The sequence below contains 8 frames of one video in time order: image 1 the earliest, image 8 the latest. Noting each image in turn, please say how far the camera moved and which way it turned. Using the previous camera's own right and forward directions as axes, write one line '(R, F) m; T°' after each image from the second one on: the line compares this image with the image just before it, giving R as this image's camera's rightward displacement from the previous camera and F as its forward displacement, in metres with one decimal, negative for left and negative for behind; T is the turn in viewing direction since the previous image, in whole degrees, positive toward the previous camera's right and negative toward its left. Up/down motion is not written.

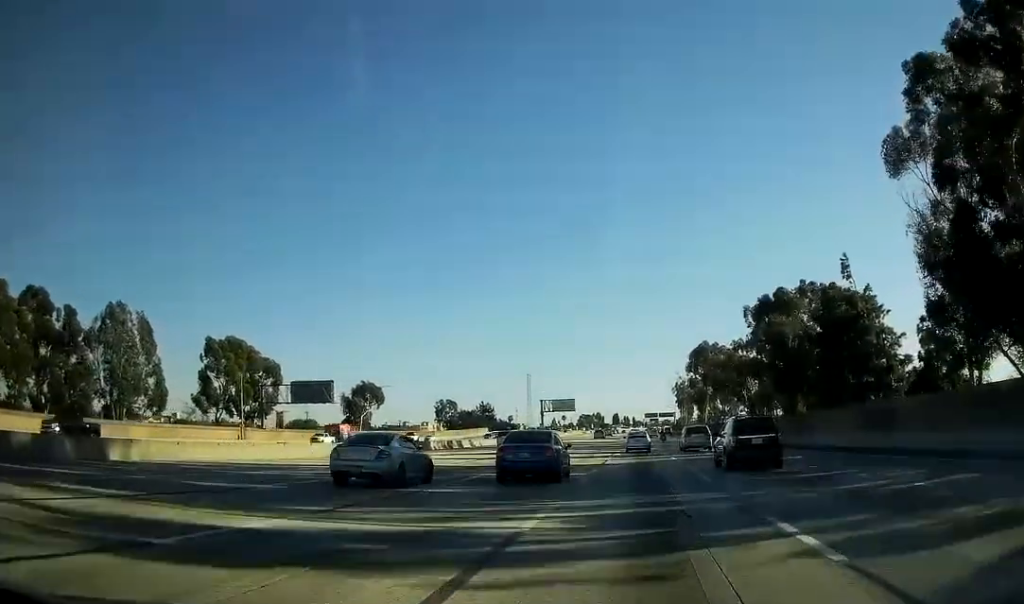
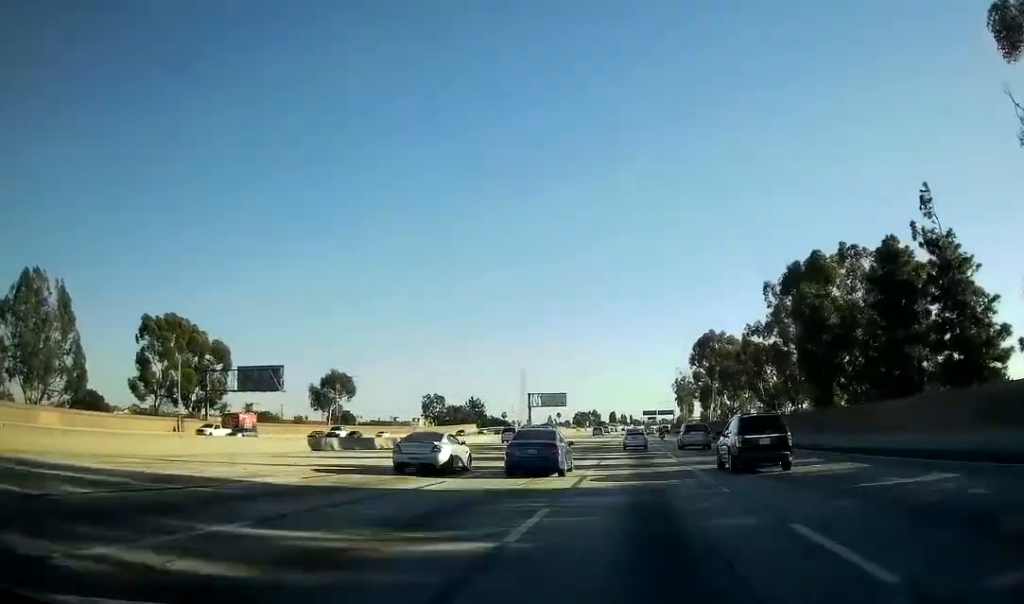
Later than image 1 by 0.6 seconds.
(+0.1, +15.2) m; -2°
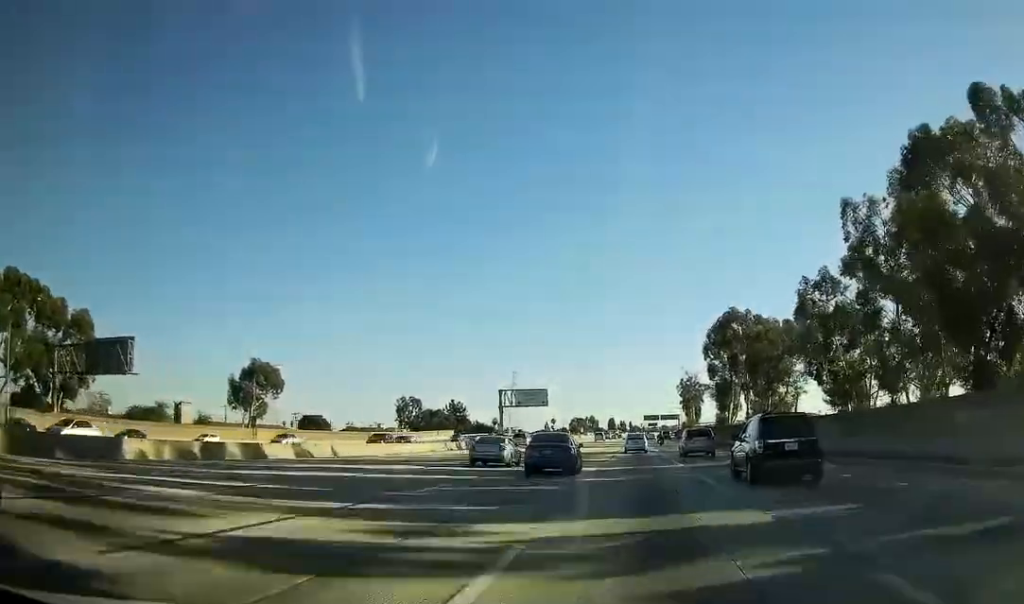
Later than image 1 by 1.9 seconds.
(-1.2, +29.6) m; +2°
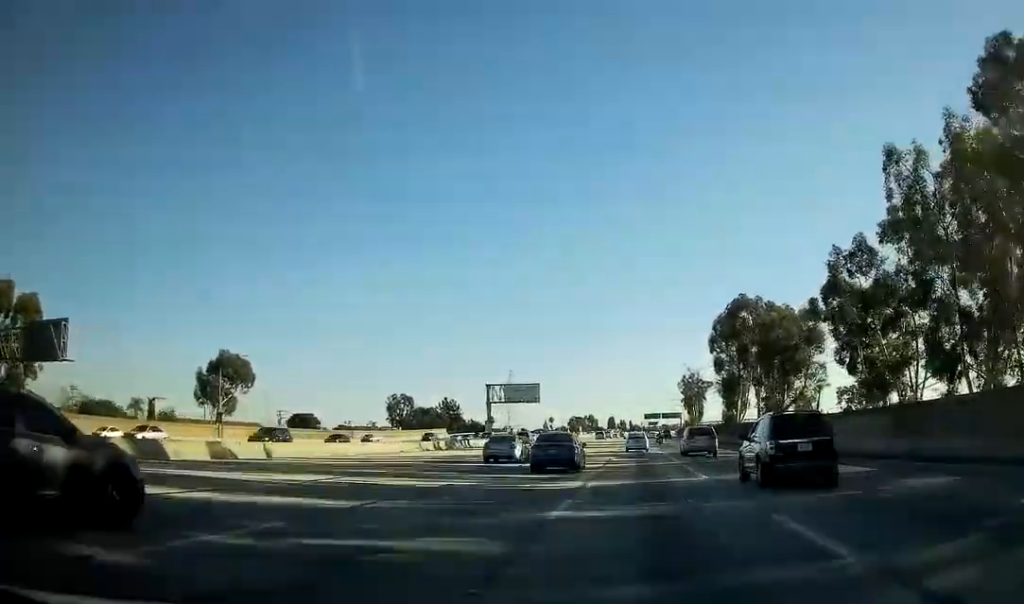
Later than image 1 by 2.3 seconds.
(+0.8, +11.2) m; +1°
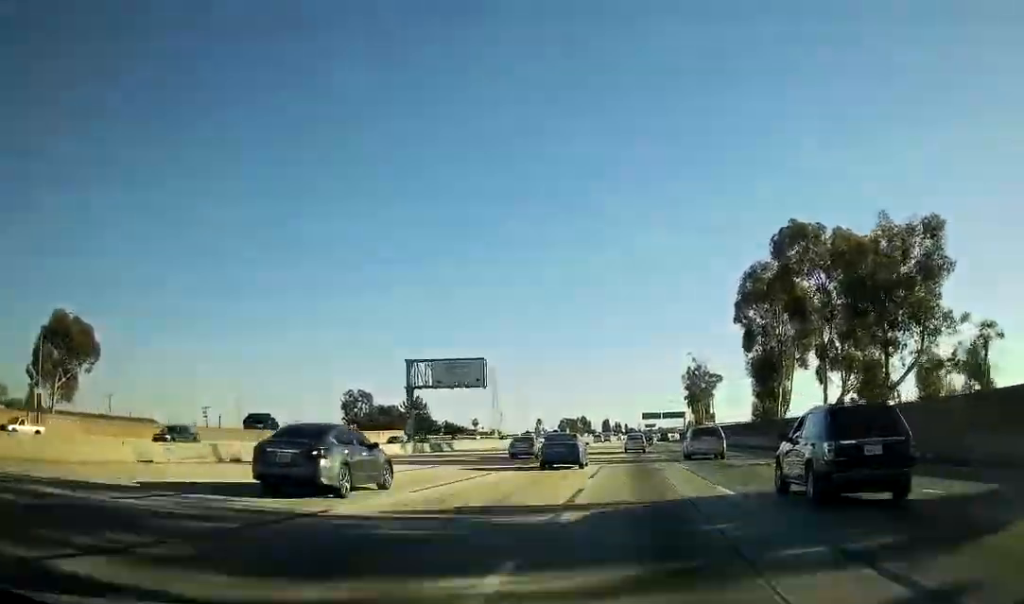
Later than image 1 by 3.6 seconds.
(+1.0, +38.8) m; 0°
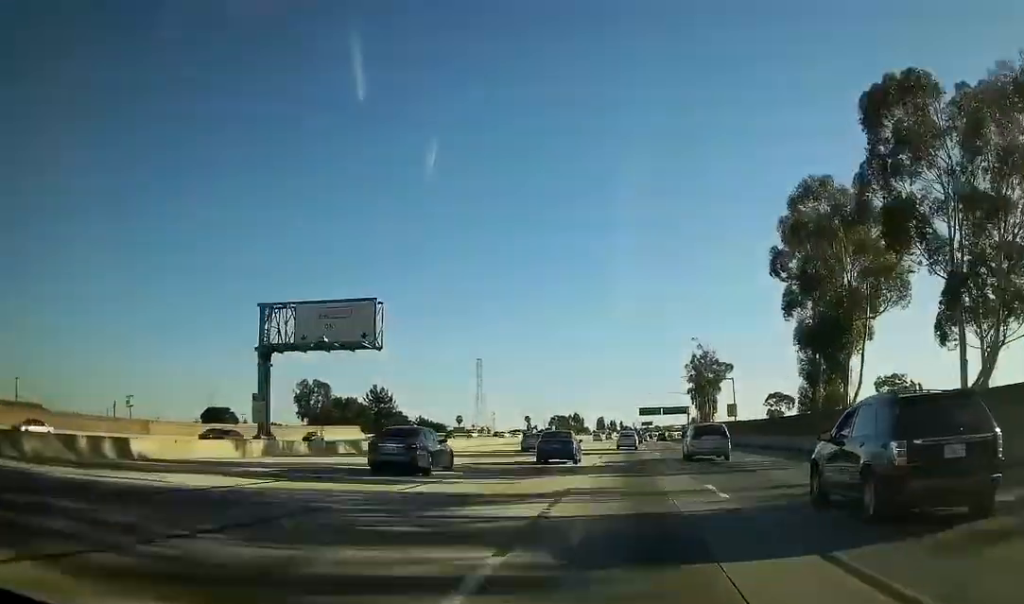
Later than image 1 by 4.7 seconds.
(-0.3, +29.4) m; -1°
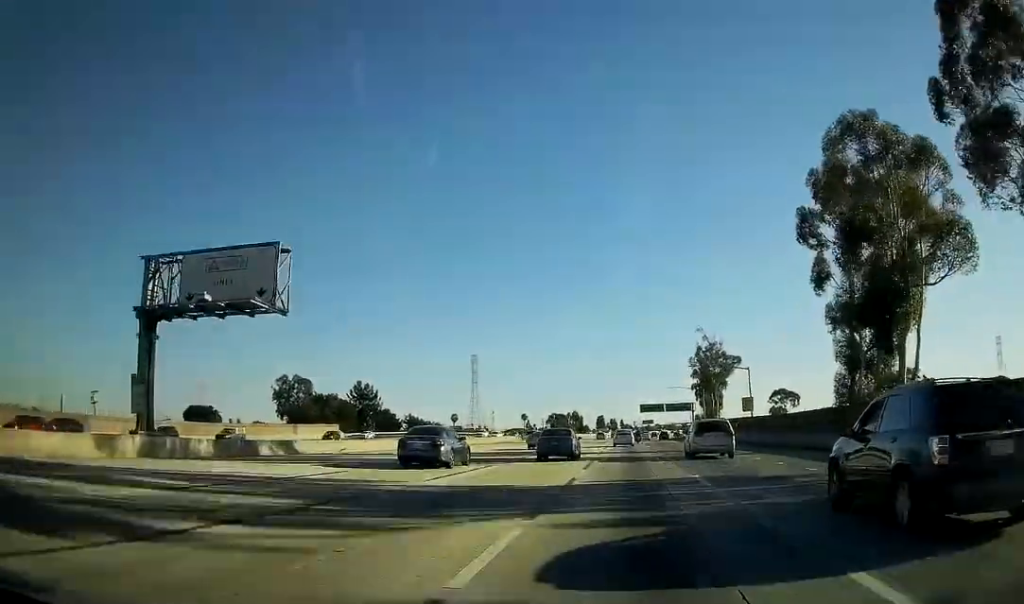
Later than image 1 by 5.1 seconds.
(0.0, +12.1) m; 0°
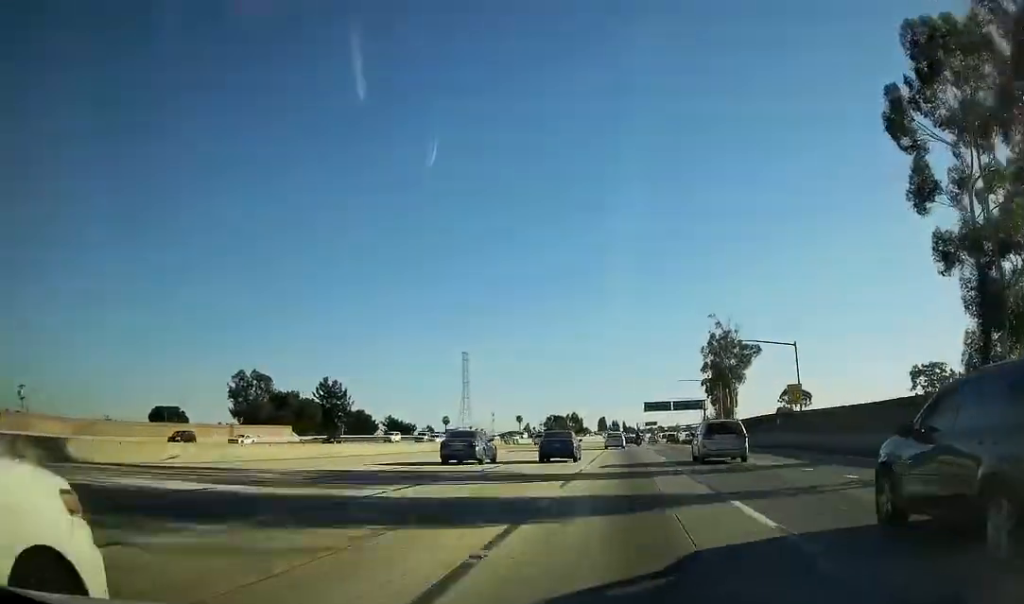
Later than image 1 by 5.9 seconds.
(0.0, +22.8) m; 0°
